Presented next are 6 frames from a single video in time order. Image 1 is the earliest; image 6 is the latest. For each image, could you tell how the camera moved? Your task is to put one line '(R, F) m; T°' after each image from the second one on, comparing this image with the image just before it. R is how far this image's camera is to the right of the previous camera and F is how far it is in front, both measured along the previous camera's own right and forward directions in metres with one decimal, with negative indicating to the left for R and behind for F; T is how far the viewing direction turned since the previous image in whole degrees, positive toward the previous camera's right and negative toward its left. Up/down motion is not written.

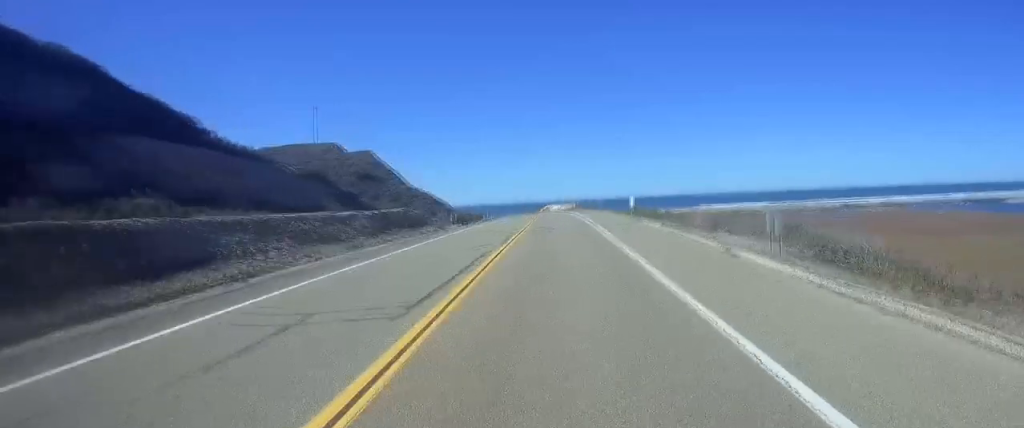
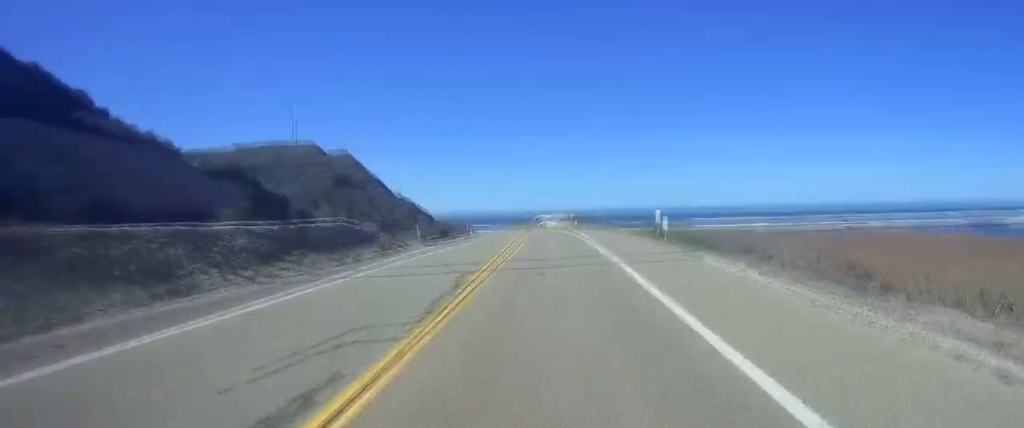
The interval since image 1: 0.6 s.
(0.0, +14.5) m; +1°
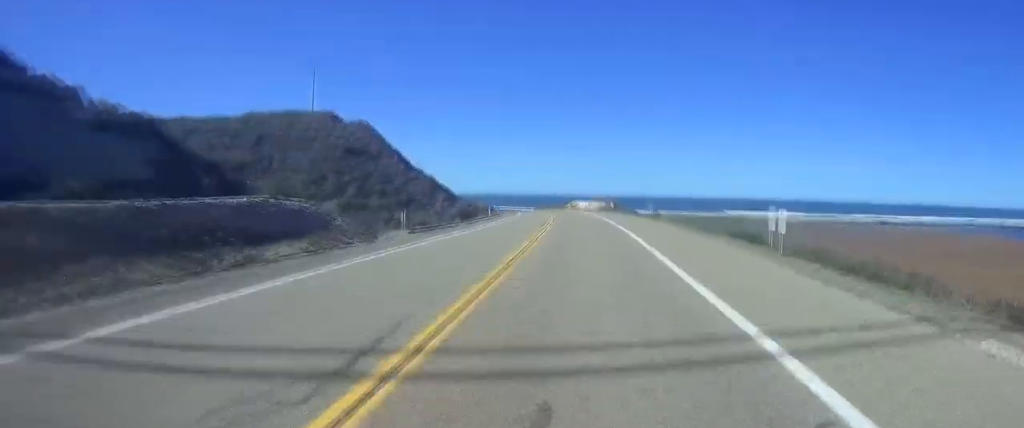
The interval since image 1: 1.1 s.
(+0.2, +13.6) m; 0°
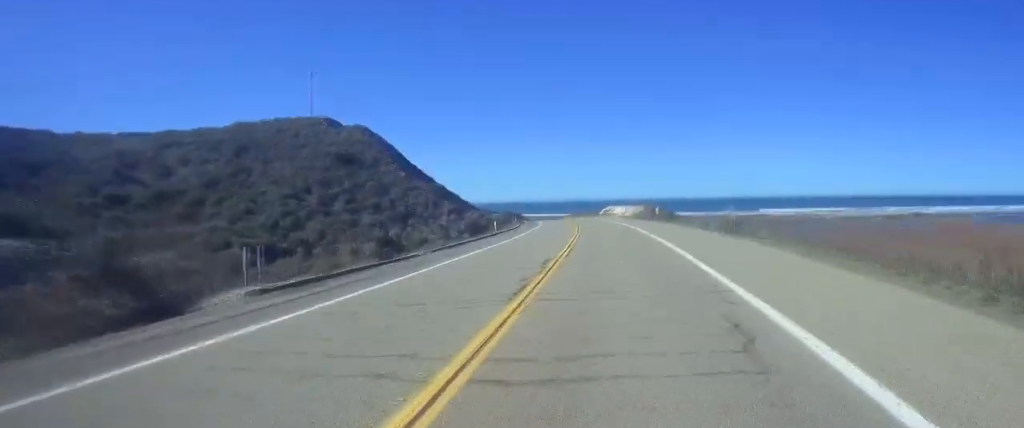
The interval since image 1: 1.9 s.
(+0.2, +19.5) m; 0°
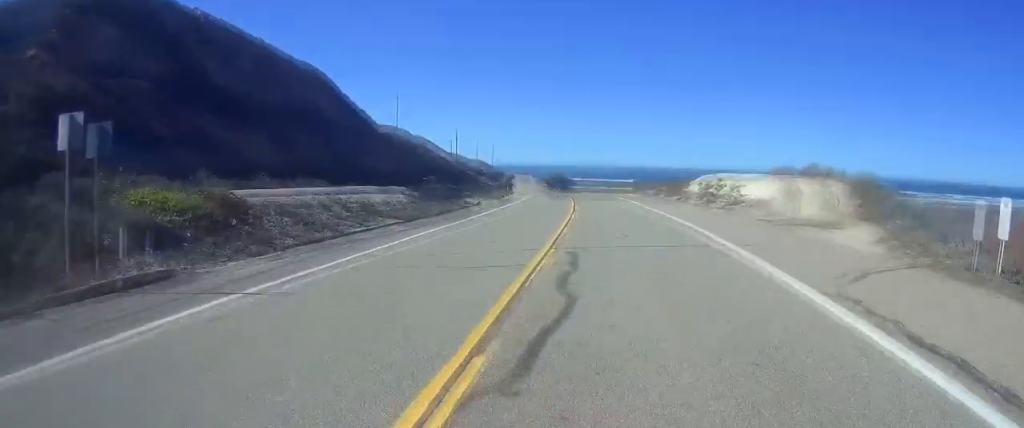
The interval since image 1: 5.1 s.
(-3.2, +80.7) m; -5°
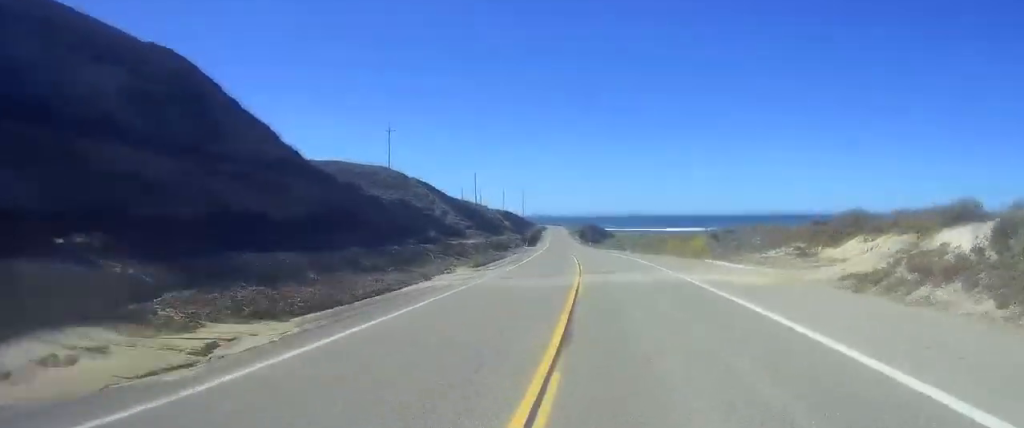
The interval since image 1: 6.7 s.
(-0.9, +41.9) m; -3°
